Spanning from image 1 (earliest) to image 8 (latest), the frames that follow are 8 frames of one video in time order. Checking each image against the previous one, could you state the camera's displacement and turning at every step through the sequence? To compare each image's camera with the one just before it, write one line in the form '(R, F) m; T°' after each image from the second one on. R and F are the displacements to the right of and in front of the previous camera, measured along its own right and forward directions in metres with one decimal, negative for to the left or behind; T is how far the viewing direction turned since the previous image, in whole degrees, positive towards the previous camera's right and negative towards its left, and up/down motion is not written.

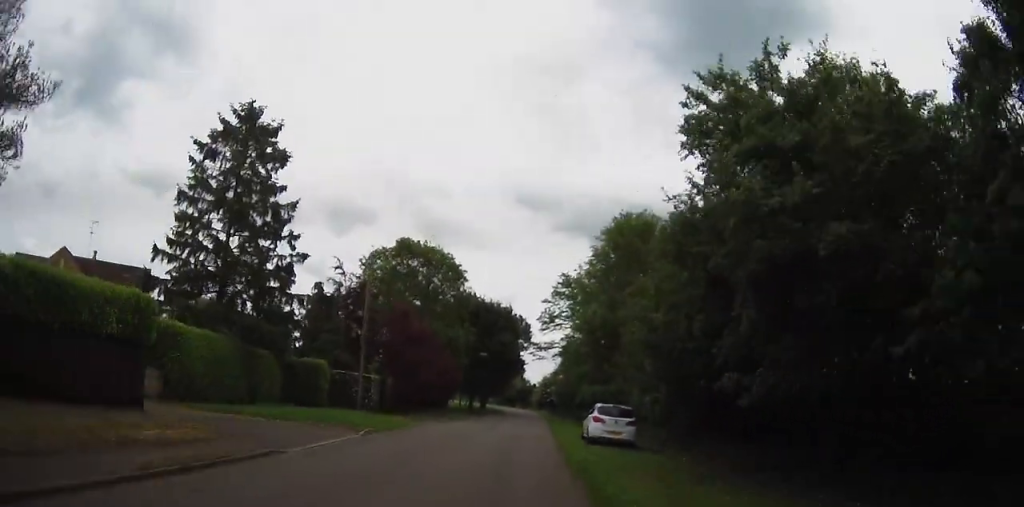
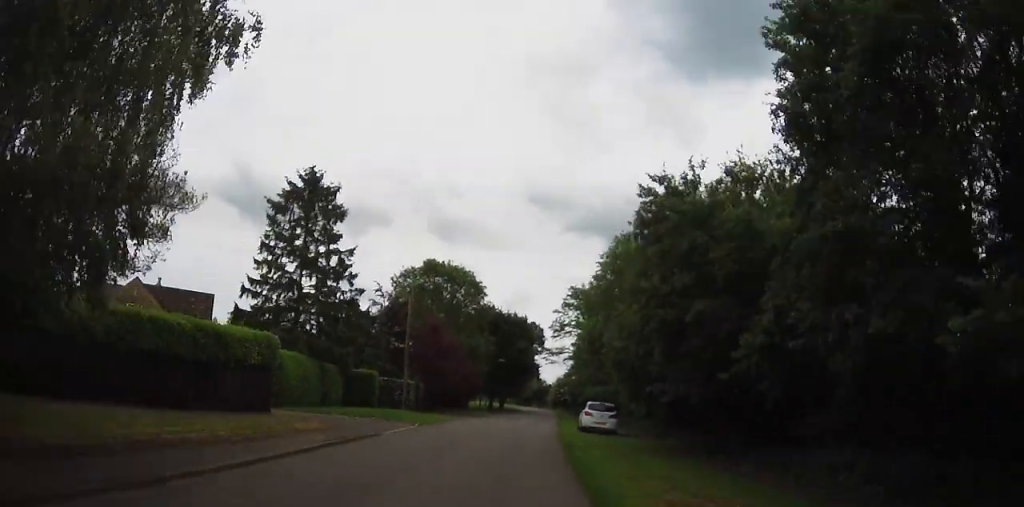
(-0.4, +7.9) m; +8°
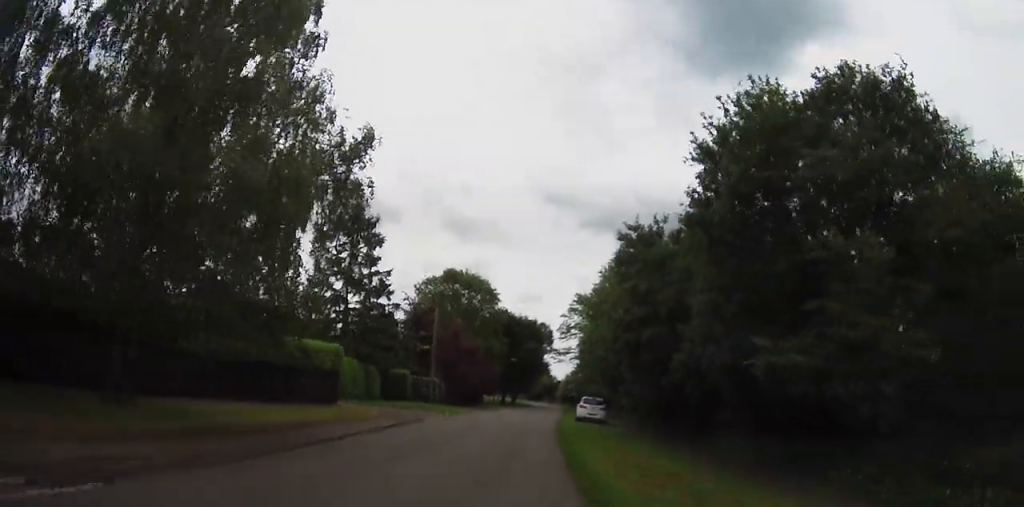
(+1.5, +6.4) m; -6°
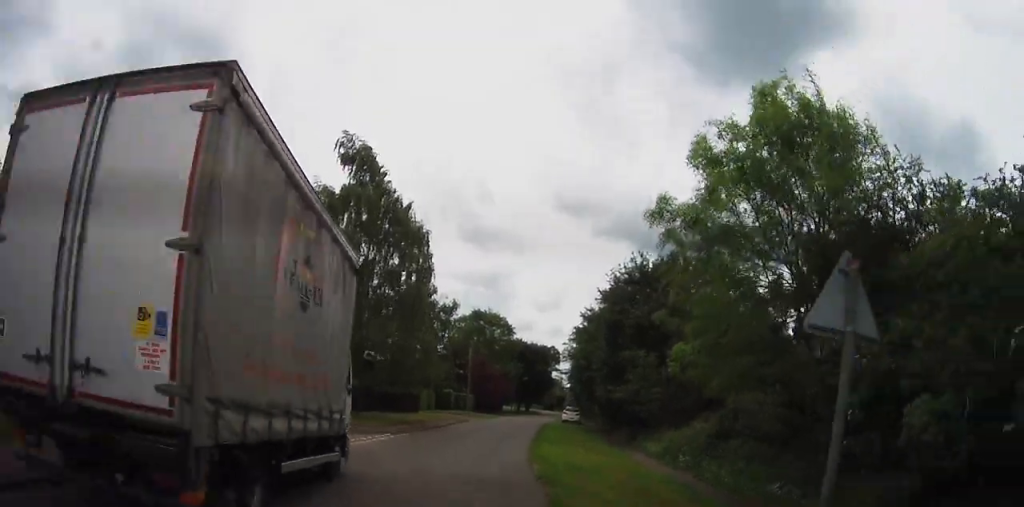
(-5.2, +21.5) m; -10°
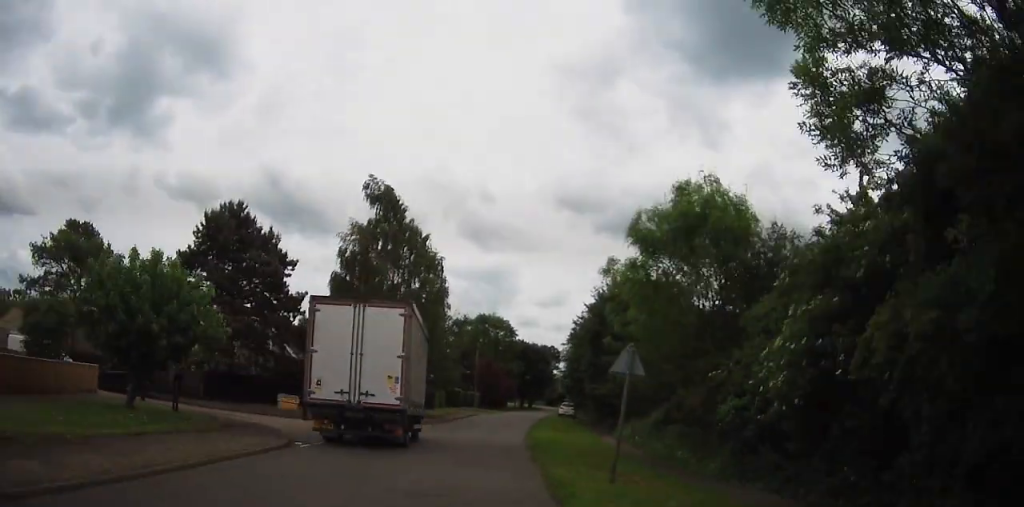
(+0.4, +7.8) m; +3°
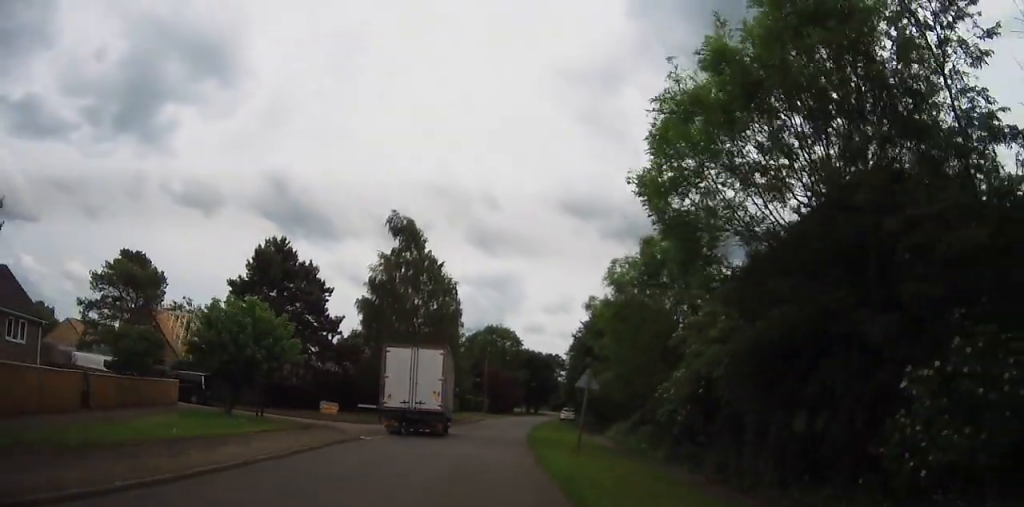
(+0.1, +6.8) m; 0°
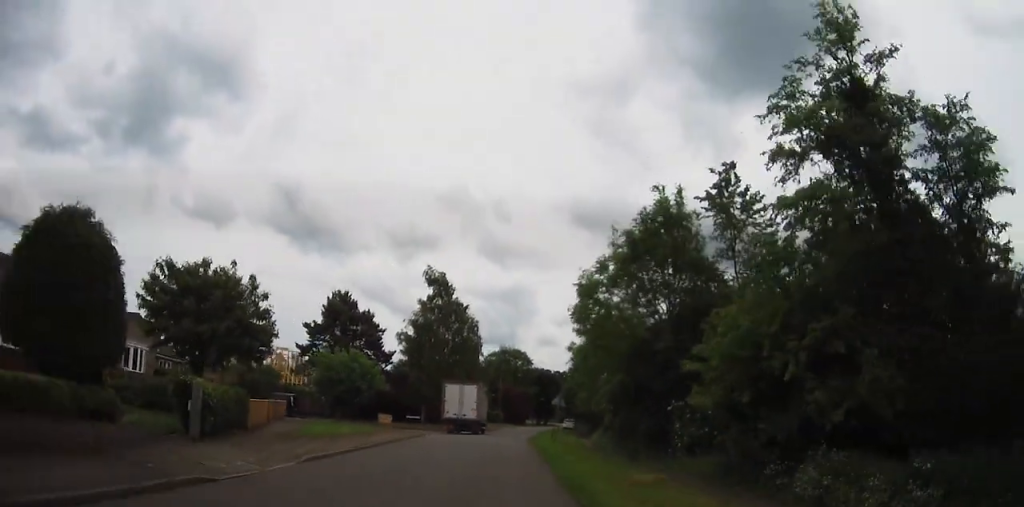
(-0.5, +14.4) m; -3°
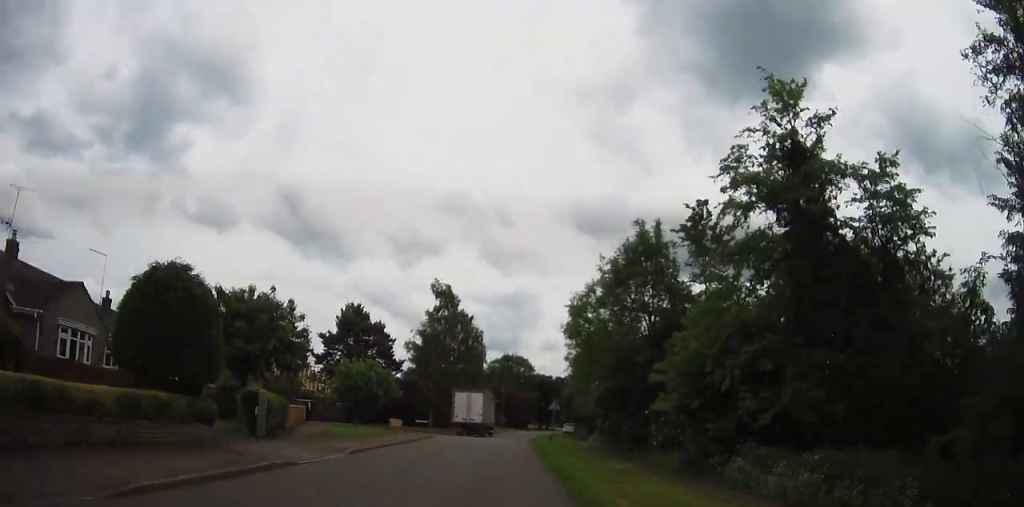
(+0.1, +4.0) m; 0°
